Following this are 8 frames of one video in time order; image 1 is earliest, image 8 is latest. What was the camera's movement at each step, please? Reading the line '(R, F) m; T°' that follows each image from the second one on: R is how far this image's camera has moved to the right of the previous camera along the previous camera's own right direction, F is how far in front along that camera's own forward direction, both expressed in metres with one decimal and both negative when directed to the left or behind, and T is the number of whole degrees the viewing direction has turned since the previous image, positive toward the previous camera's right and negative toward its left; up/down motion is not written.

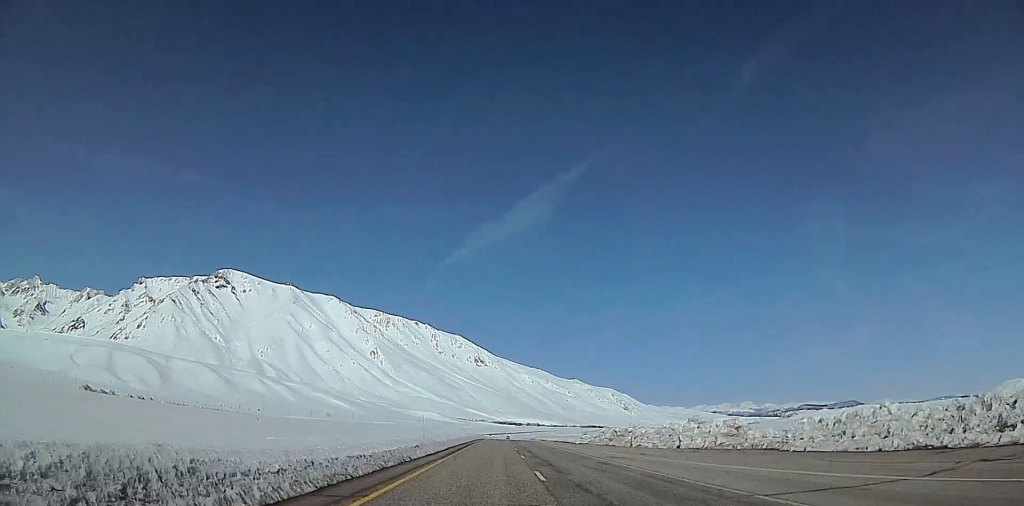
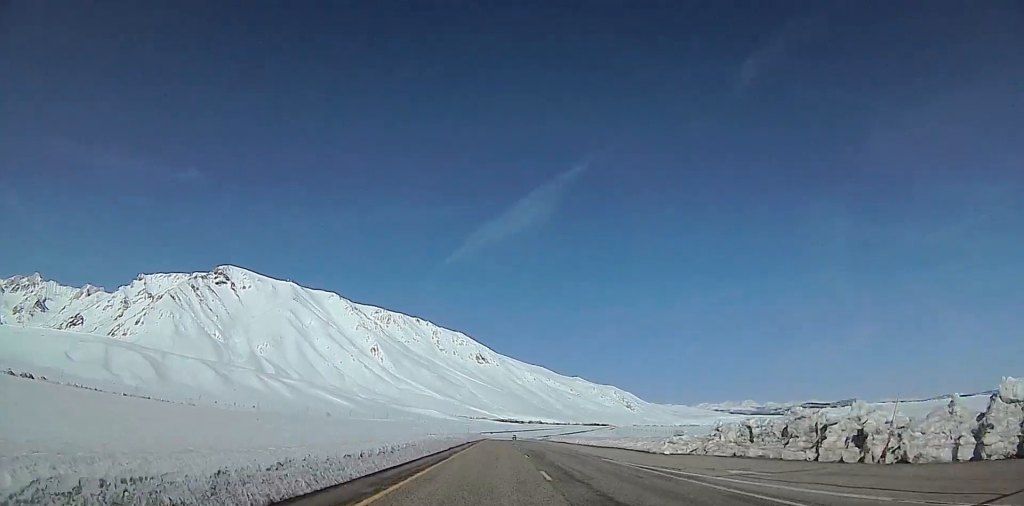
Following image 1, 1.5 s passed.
(0.0, +43.4) m; 0°
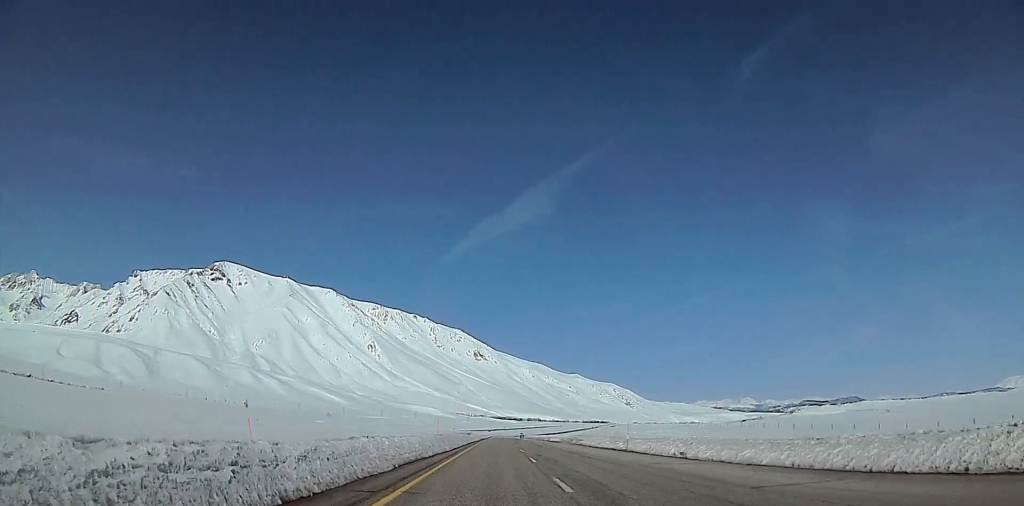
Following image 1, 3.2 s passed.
(0.0, +47.2) m; 0°
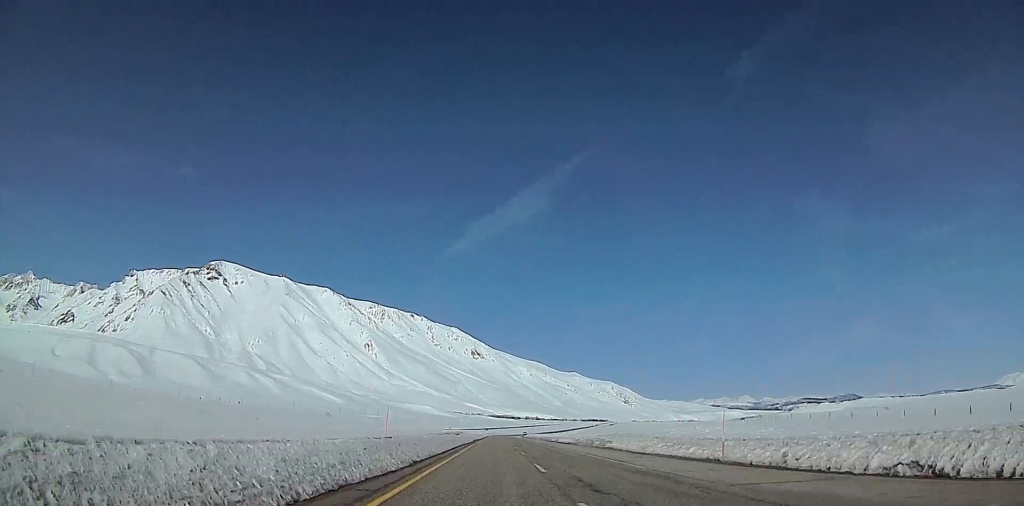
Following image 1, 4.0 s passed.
(0.0, +21.7) m; 0°
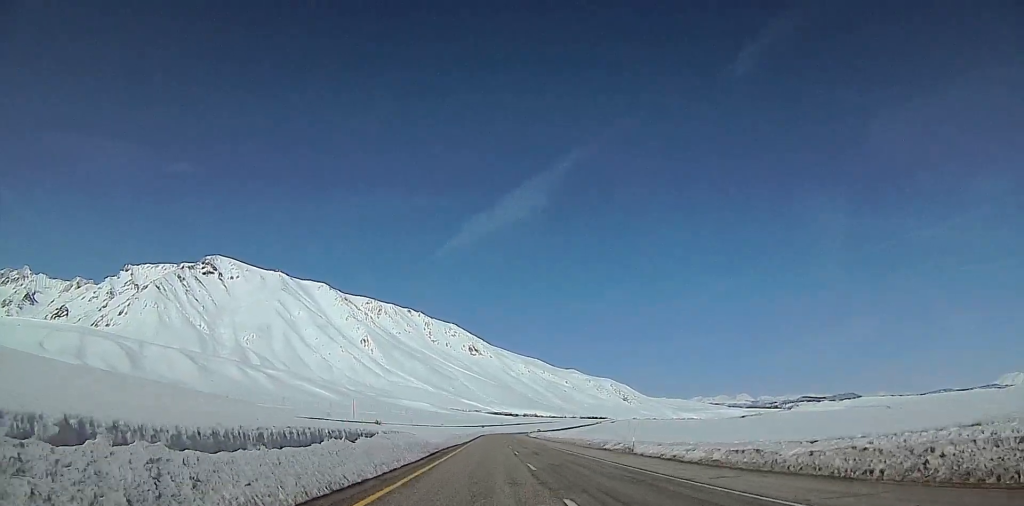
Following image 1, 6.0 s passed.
(0.0, +57.7) m; 0°
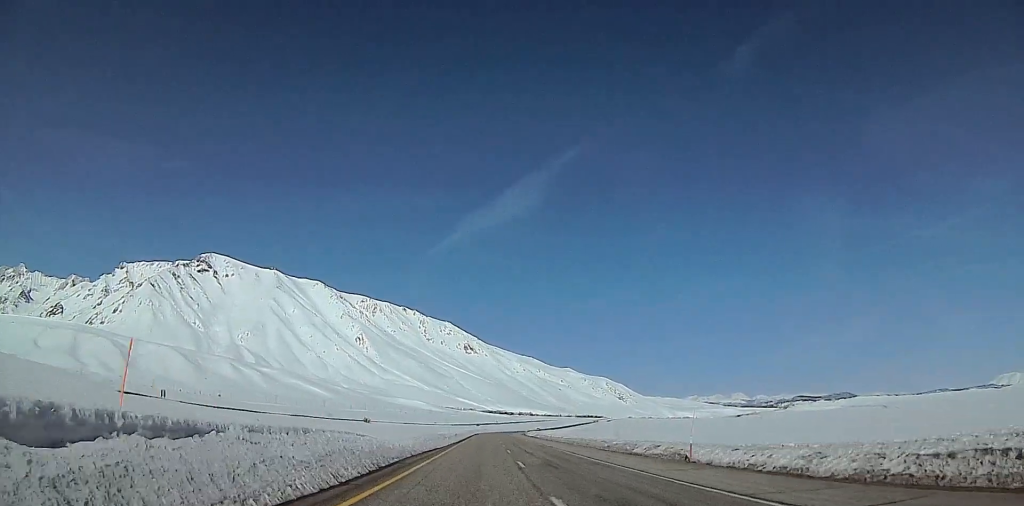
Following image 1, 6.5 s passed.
(0.0, +14.3) m; 0°
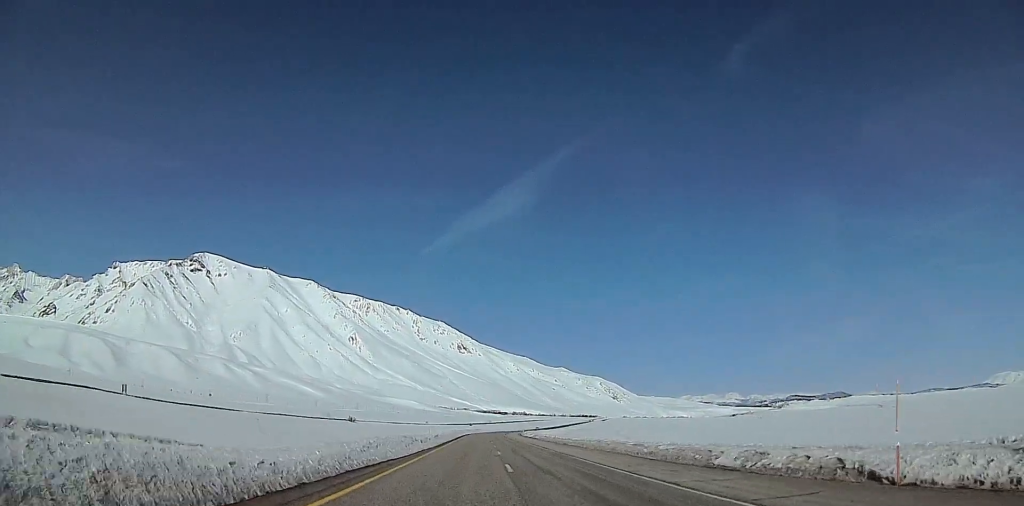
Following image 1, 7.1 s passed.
(0.0, +17.3) m; +1°
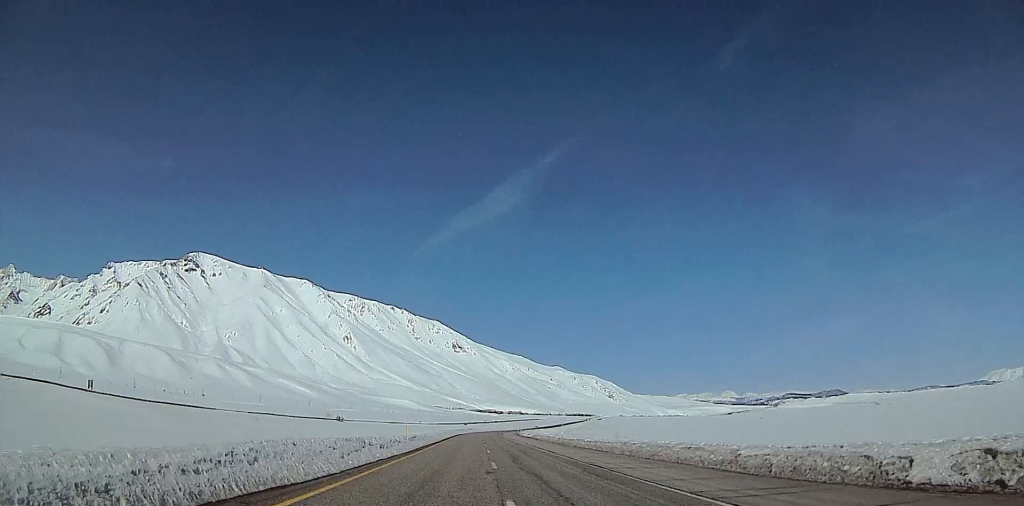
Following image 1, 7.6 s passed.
(-0.1, +13.4) m; +1°
